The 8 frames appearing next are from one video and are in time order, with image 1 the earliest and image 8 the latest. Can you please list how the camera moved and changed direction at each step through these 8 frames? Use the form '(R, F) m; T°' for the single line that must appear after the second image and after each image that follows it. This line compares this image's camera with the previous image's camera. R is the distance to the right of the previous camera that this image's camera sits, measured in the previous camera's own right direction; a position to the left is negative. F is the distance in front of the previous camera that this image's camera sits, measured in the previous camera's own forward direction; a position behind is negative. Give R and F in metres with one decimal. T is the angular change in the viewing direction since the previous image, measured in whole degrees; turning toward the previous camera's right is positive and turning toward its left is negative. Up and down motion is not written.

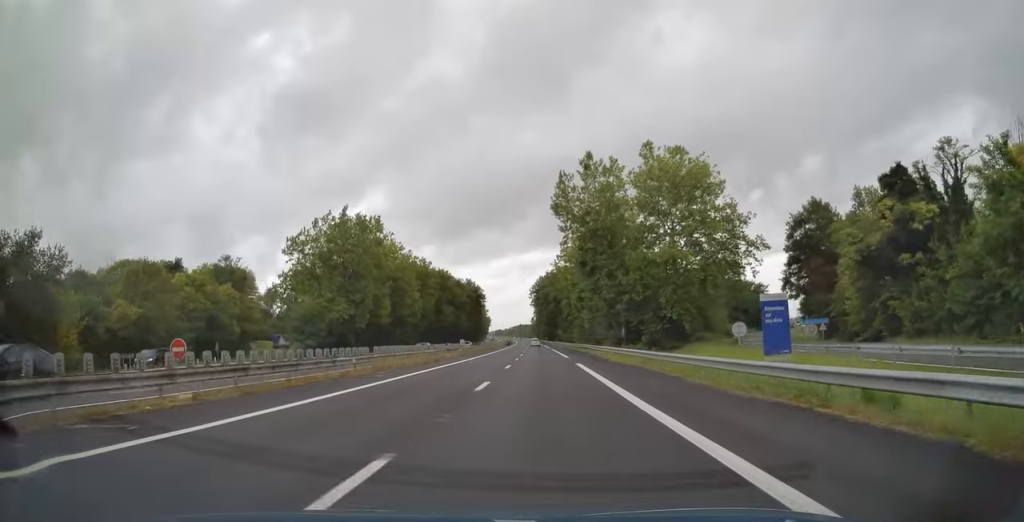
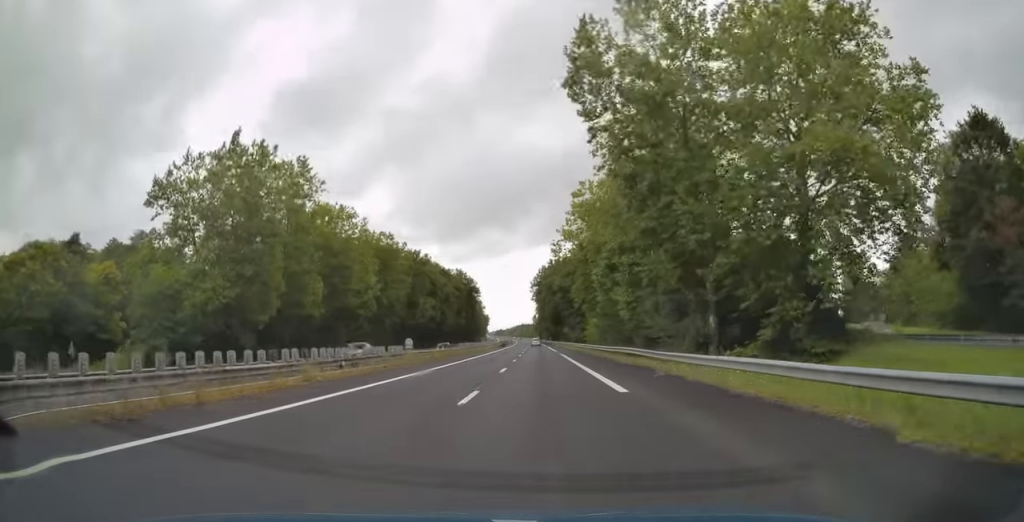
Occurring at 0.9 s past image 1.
(-0.1, +29.5) m; 0°
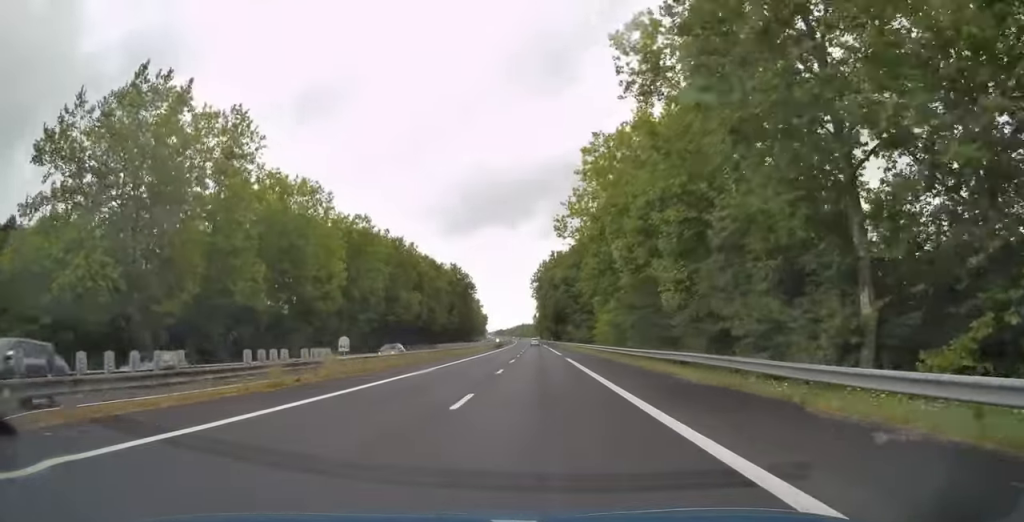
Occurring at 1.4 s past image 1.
(0.0, +14.0) m; 0°
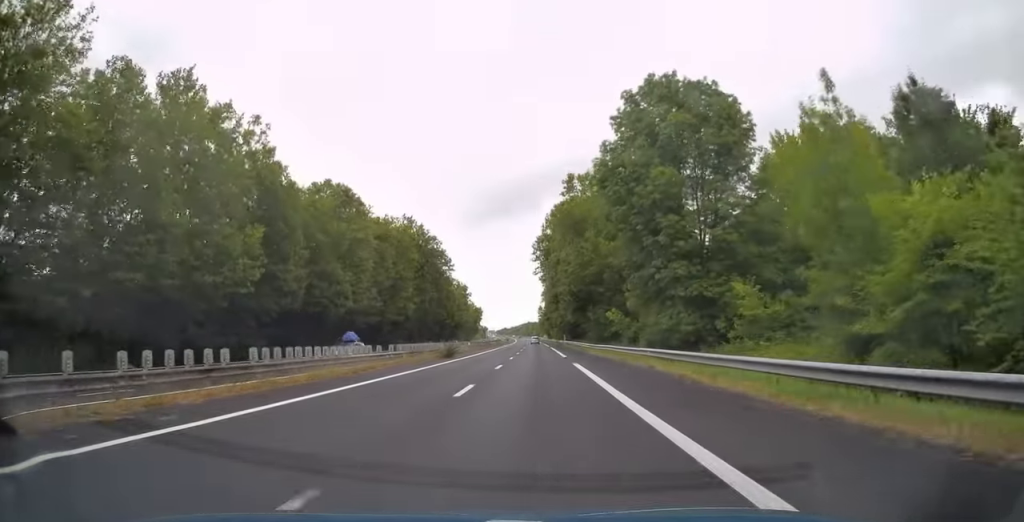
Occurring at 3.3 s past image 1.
(-0.6, +62.2) m; -1°
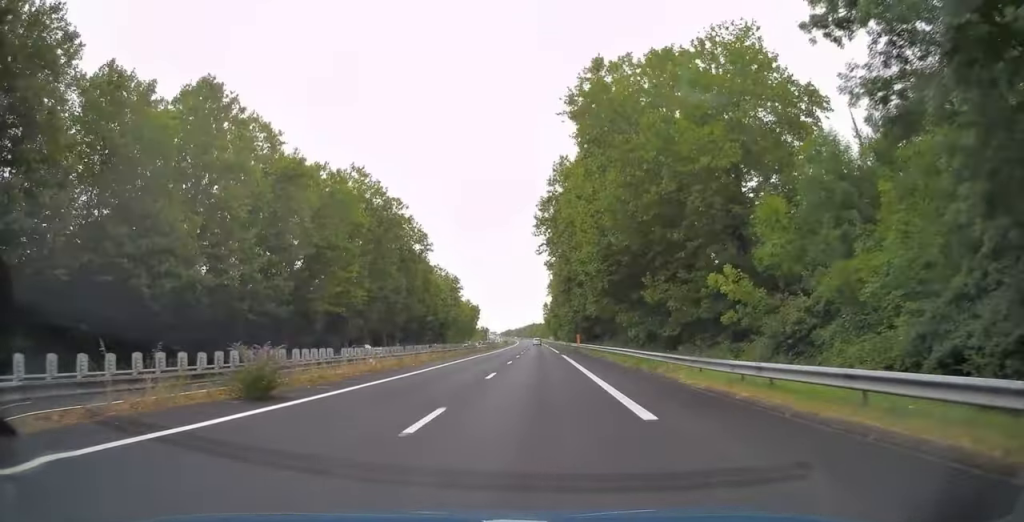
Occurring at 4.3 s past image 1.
(-0.1, +31.7) m; 0°
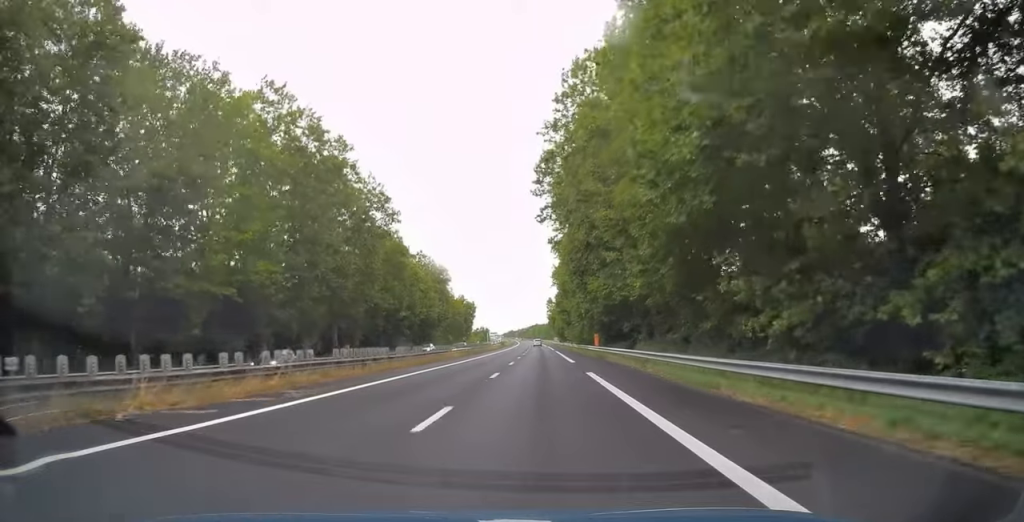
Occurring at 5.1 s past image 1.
(0.0, +25.8) m; 0°
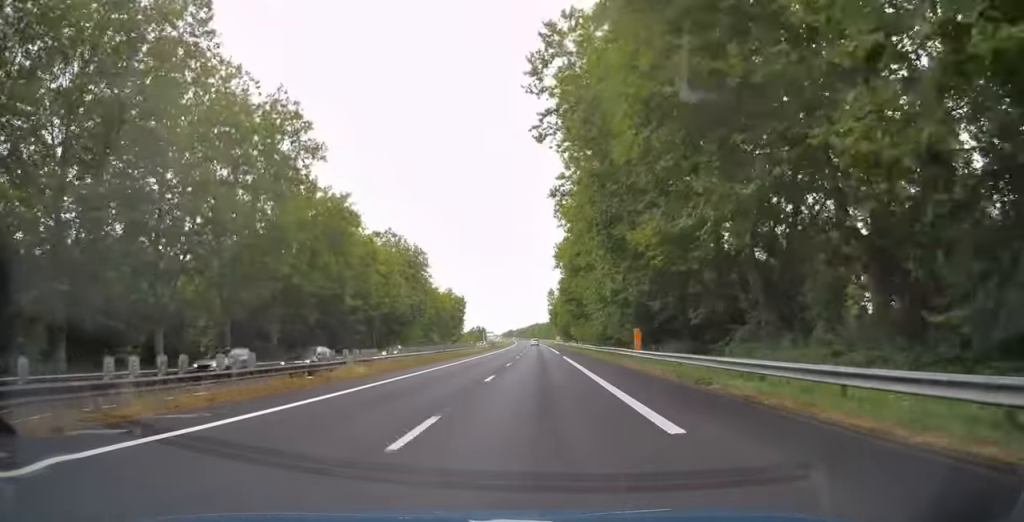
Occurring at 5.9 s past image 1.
(+0.1, +27.4) m; 0°
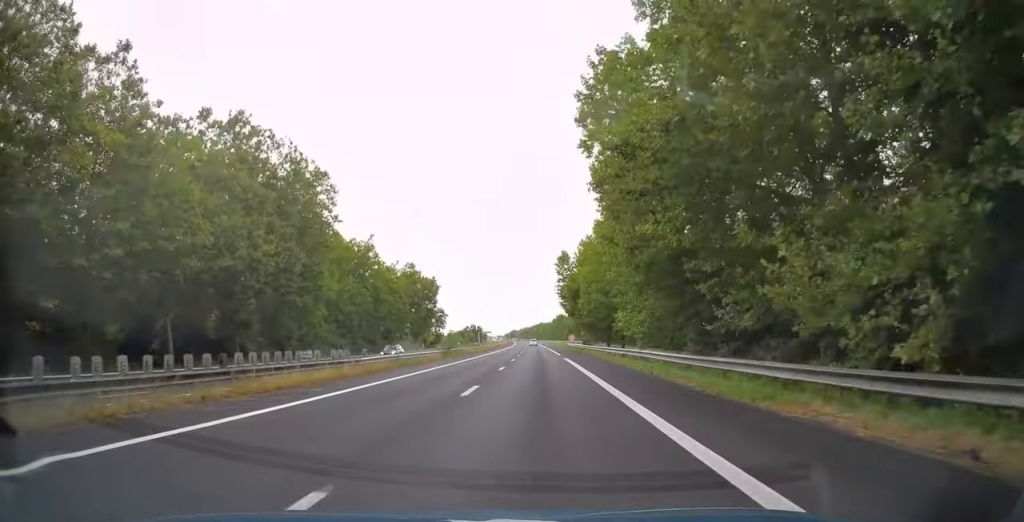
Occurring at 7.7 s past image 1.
(-0.4, +57.4) m; -1°
